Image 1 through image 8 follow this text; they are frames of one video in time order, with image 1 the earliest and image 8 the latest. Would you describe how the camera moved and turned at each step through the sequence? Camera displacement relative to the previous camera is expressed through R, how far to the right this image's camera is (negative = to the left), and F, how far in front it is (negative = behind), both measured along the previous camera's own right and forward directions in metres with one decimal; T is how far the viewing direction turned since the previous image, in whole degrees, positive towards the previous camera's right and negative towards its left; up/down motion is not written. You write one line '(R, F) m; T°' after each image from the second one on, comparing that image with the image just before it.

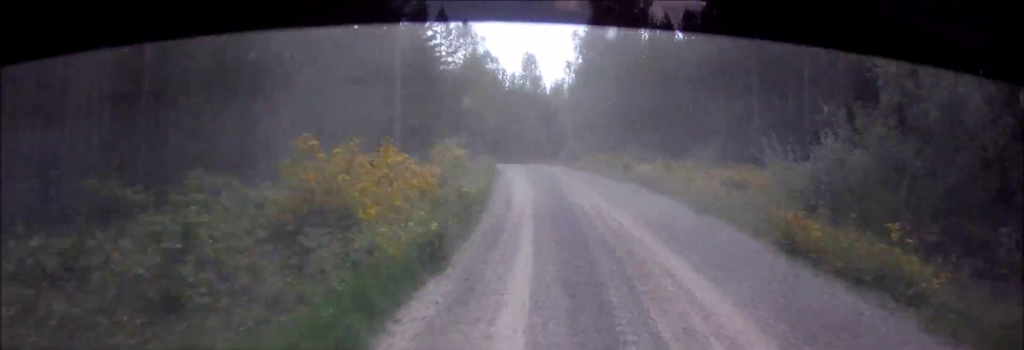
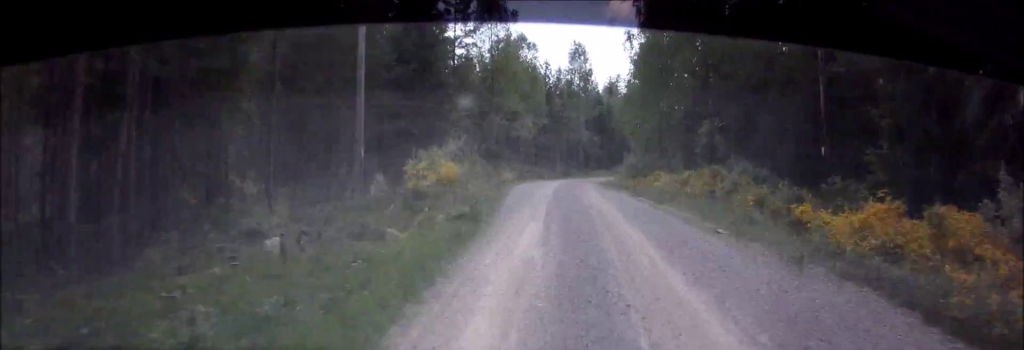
(-0.7, +17.1) m; 0°
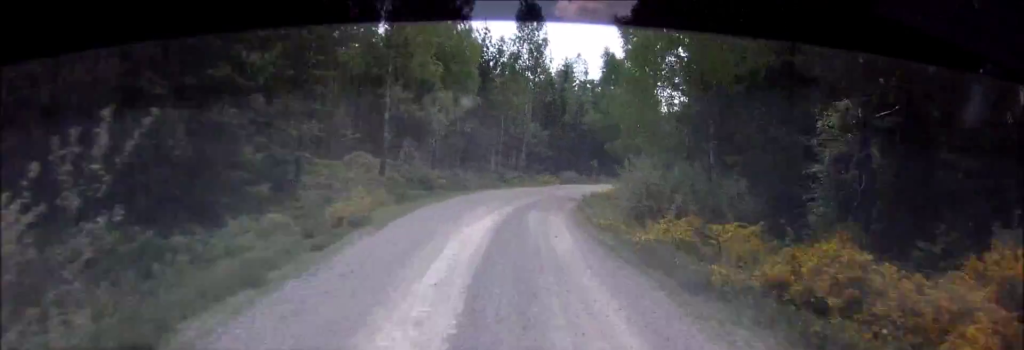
(-1.1, +21.7) m; +3°
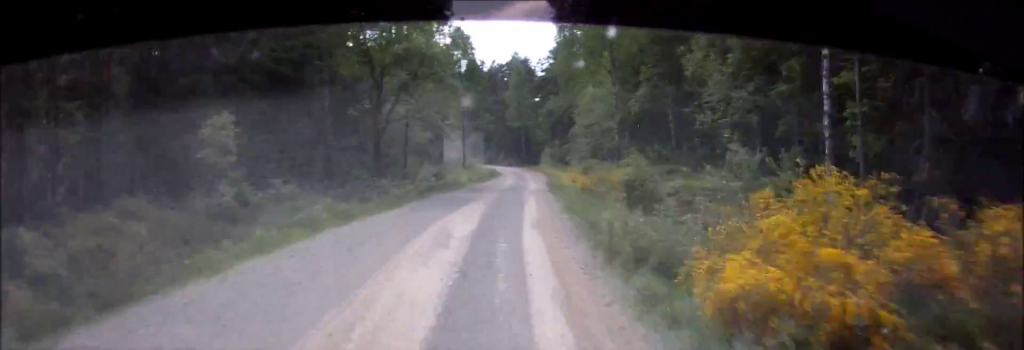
(+11.5, +64.4) m; +14°
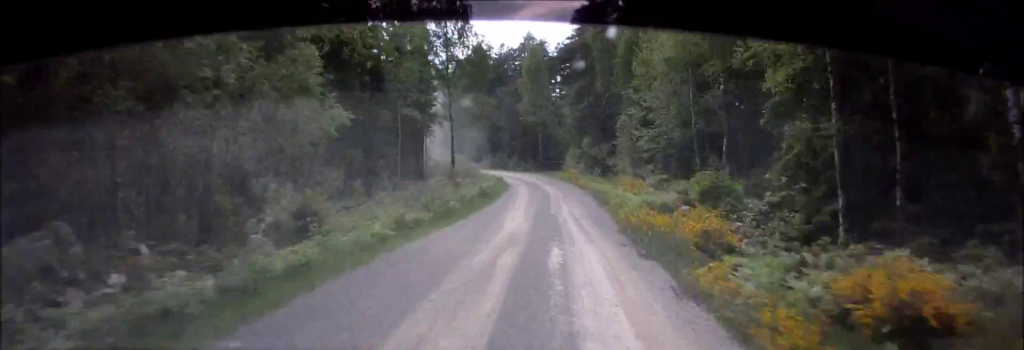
(+0.4, +29.4) m; 0°
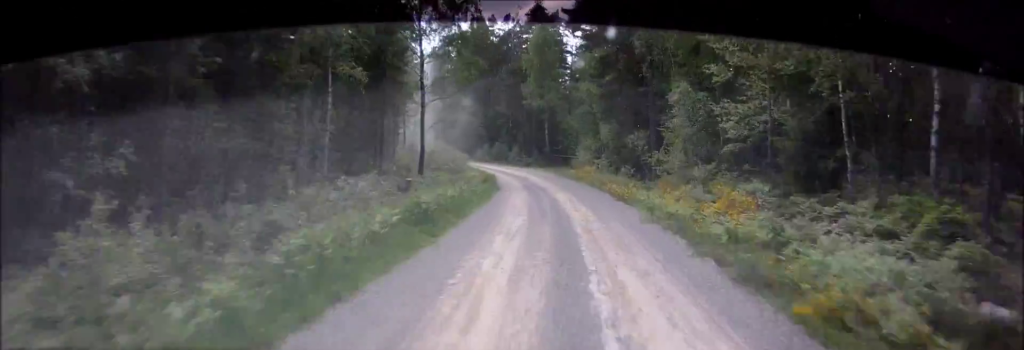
(+0.2, +17.5) m; -2°
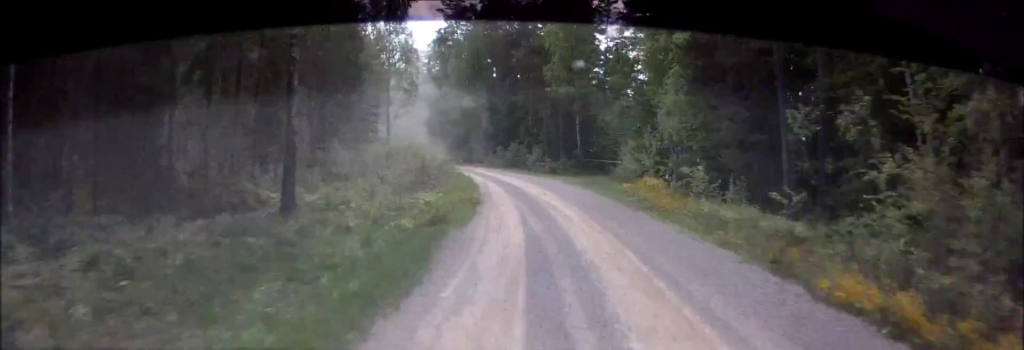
(-0.8, +24.5) m; -4°
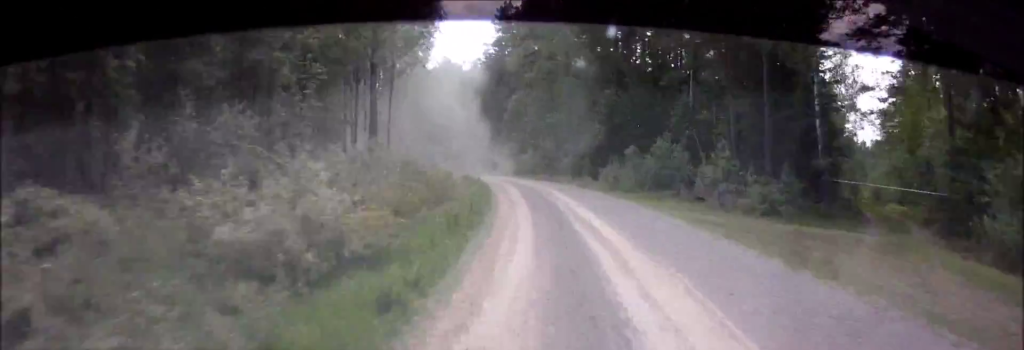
(-2.5, +39.4) m; -7°
